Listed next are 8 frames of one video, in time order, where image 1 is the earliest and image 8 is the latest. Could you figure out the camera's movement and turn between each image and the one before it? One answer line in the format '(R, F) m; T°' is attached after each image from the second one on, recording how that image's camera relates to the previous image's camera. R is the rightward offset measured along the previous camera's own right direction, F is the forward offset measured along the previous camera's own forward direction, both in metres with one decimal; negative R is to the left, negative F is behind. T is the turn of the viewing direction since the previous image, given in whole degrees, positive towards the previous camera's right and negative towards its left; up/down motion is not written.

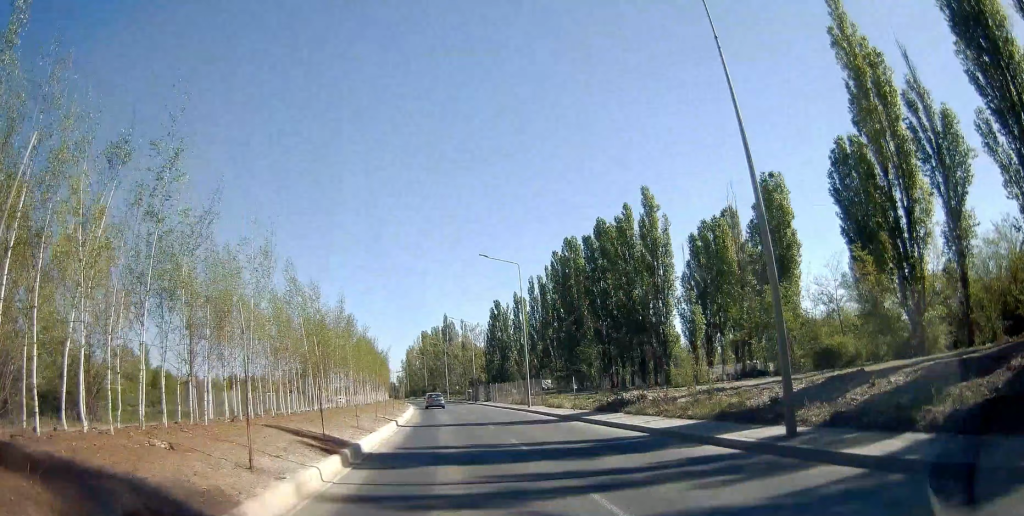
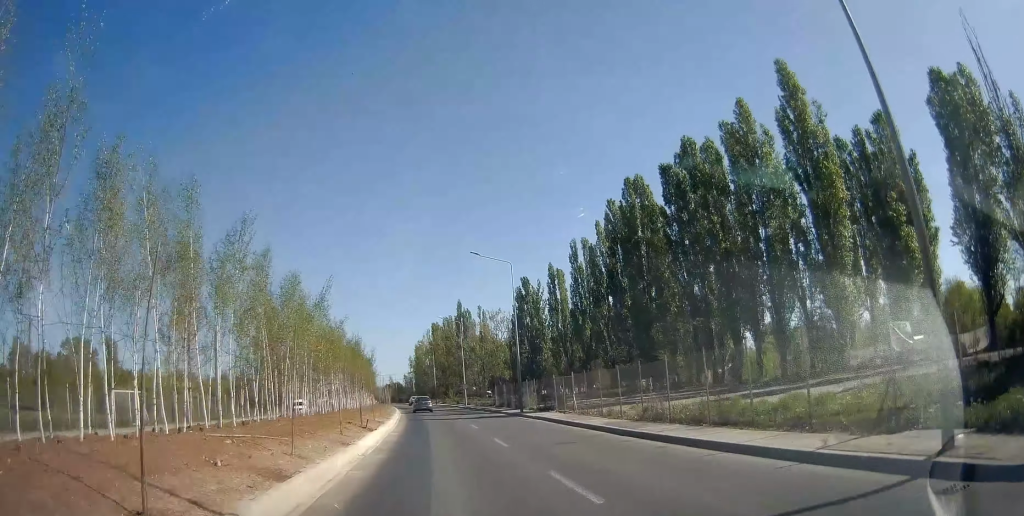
(+0.2, +33.6) m; 0°
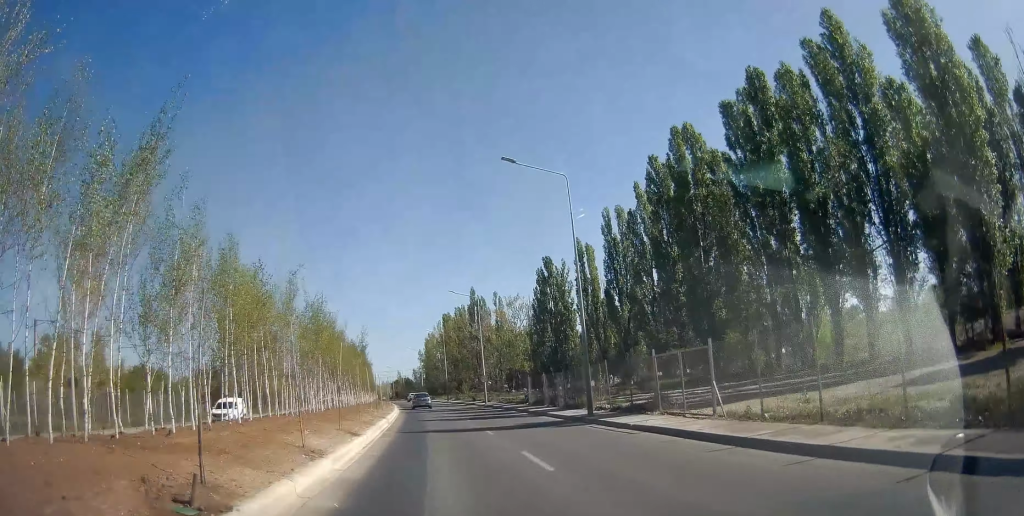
(-0.1, +15.1) m; -2°
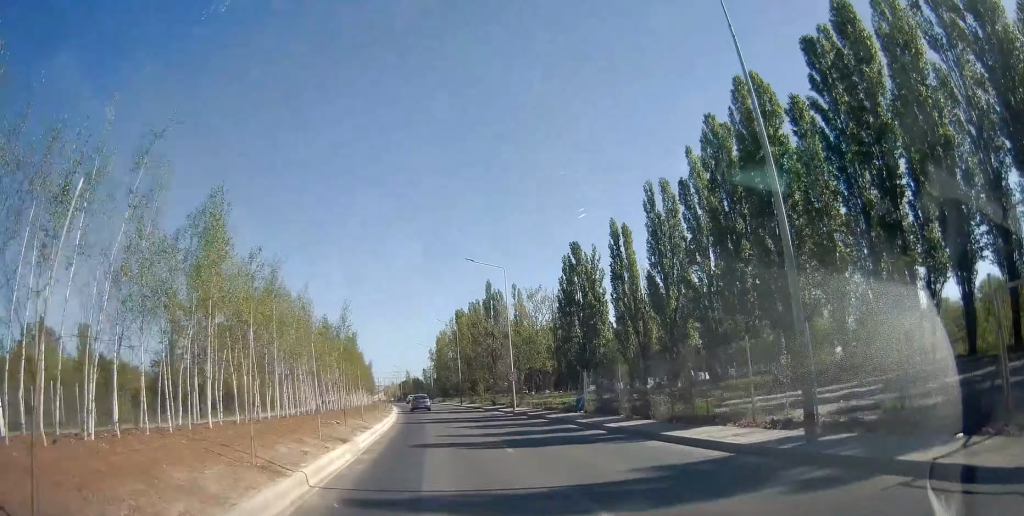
(-0.3, +13.6) m; -1°
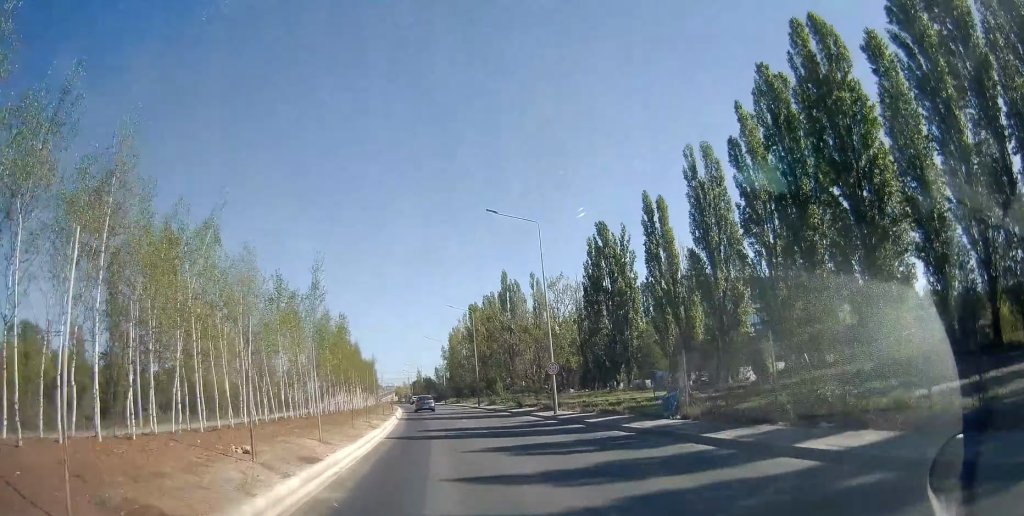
(-0.1, +10.4) m; -1°
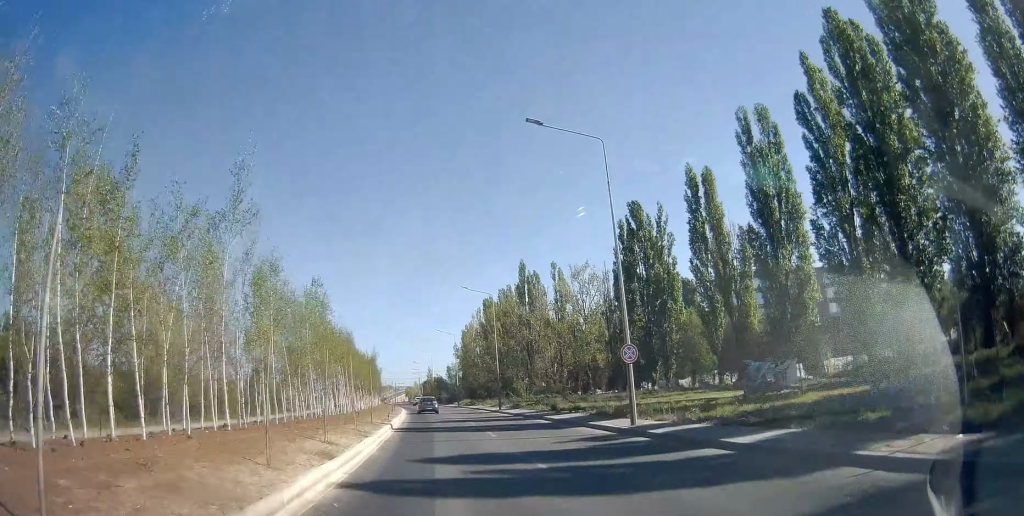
(0.0, +10.5) m; -1°
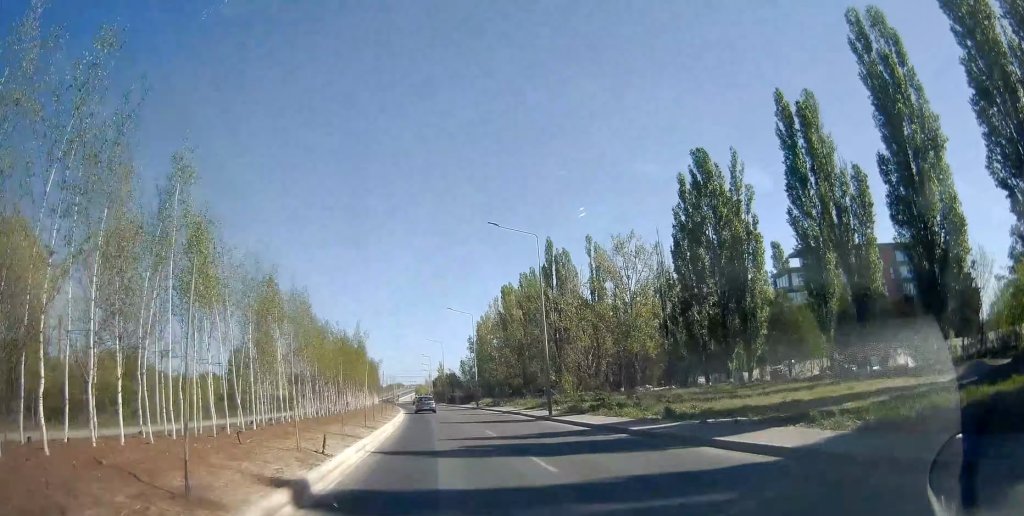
(-0.3, +18.4) m; -2°
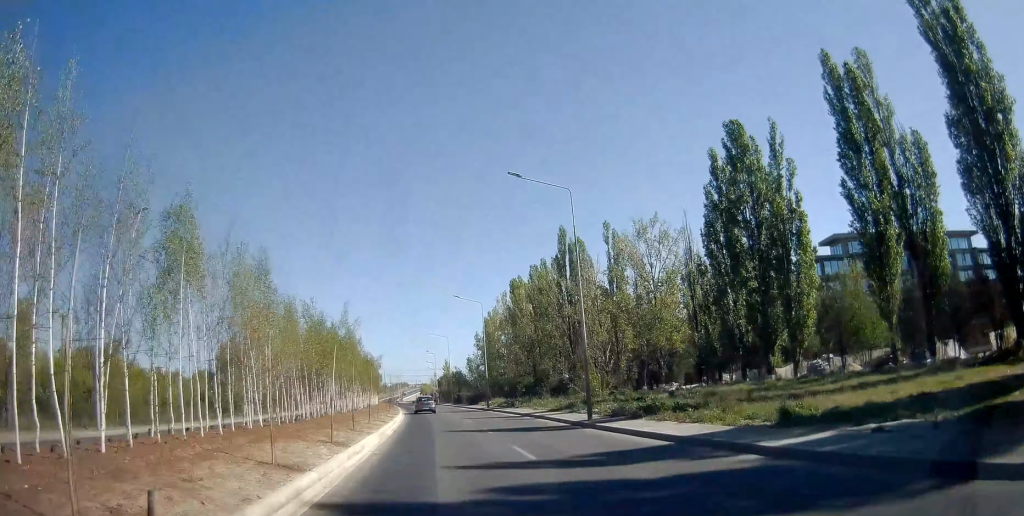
(-0.1, +7.3) m; -1°
